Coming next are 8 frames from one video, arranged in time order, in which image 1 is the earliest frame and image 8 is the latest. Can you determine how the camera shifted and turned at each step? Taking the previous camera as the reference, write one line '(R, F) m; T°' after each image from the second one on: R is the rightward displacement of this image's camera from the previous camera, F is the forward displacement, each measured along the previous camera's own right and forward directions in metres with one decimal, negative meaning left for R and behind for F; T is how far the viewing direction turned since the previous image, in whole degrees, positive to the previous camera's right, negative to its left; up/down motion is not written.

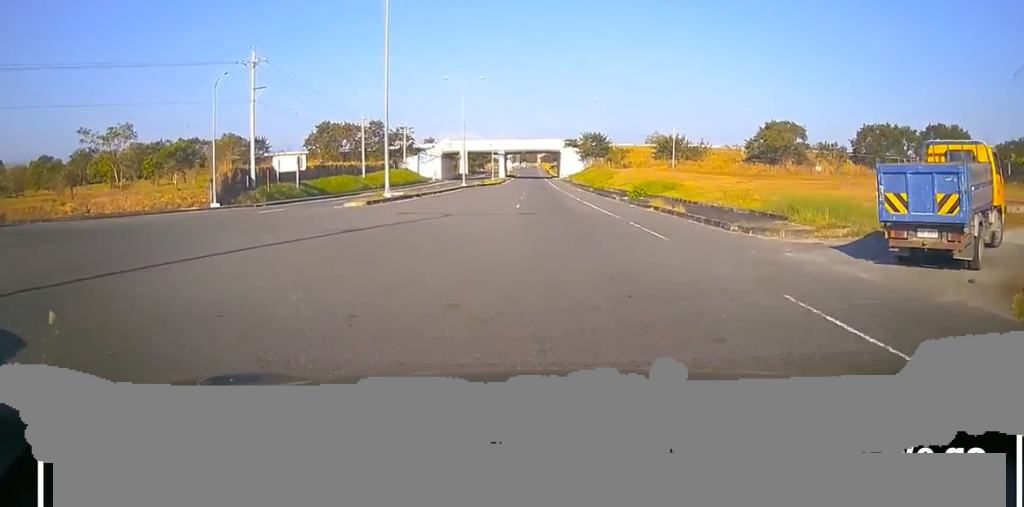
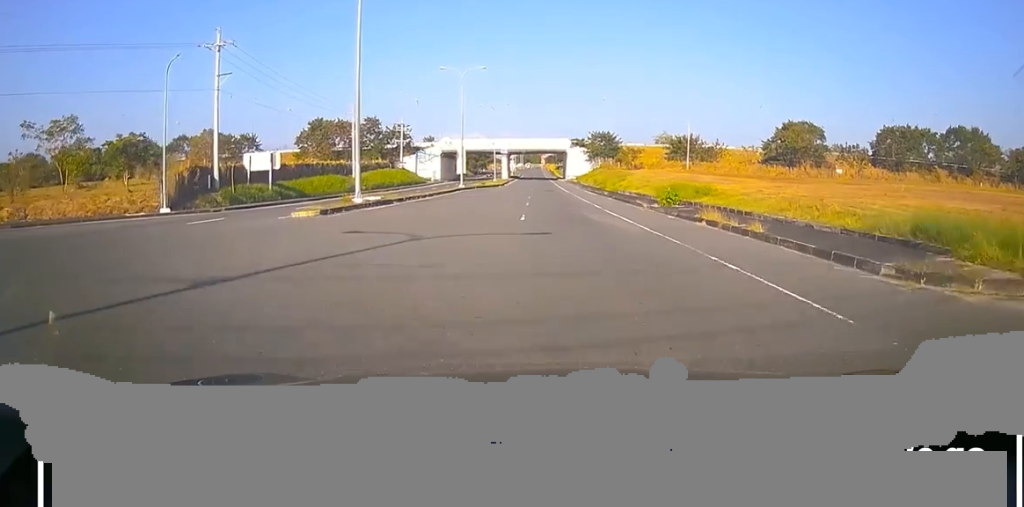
(-0.6, +8.3) m; +2°
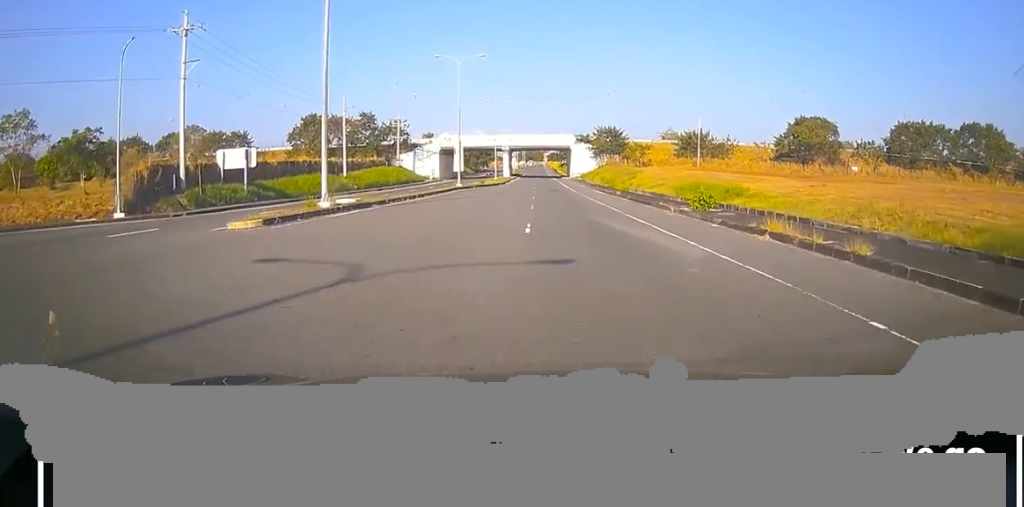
(+0.1, +5.8) m; 0°
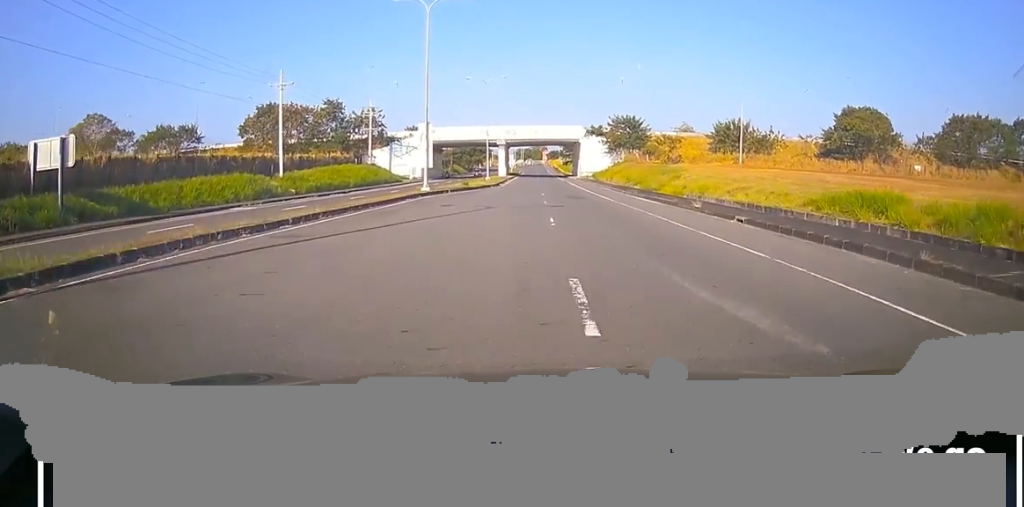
(-0.8, +22.7) m; -3°
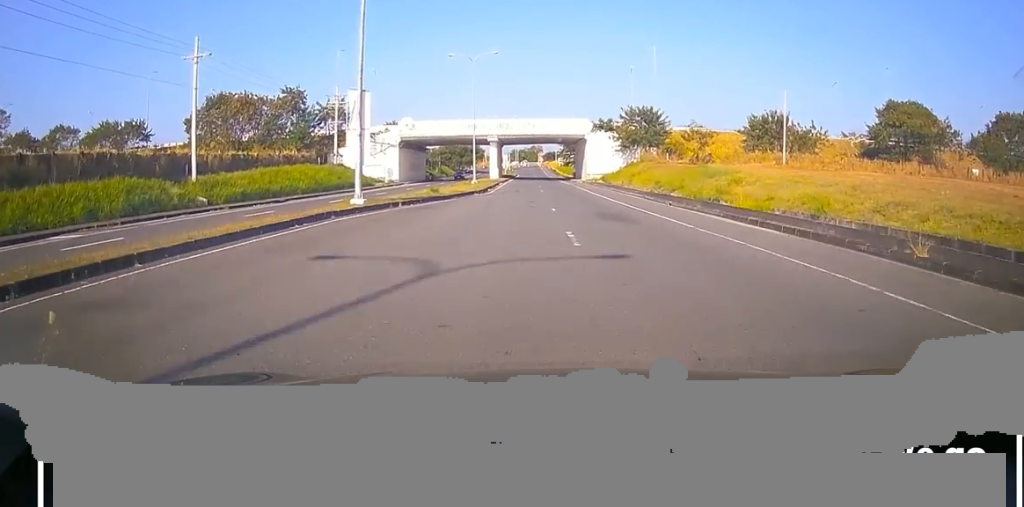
(+0.9, +16.9) m; +2°
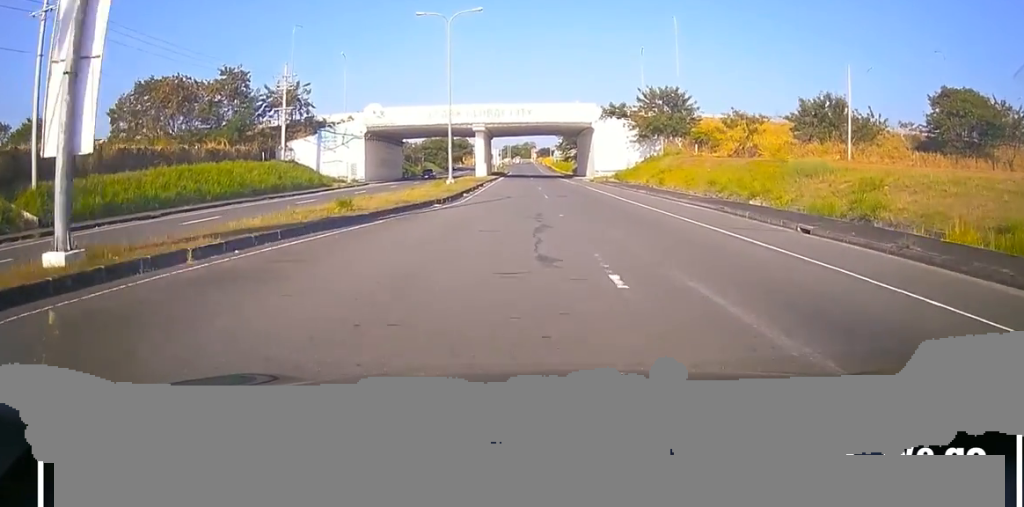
(-0.7, +16.9) m; +1°
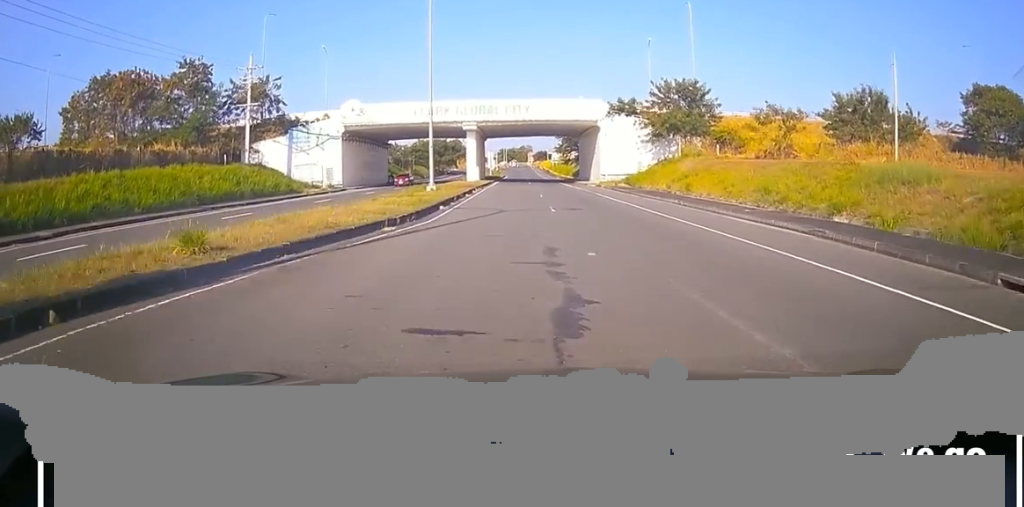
(+0.4, +8.6) m; +2°
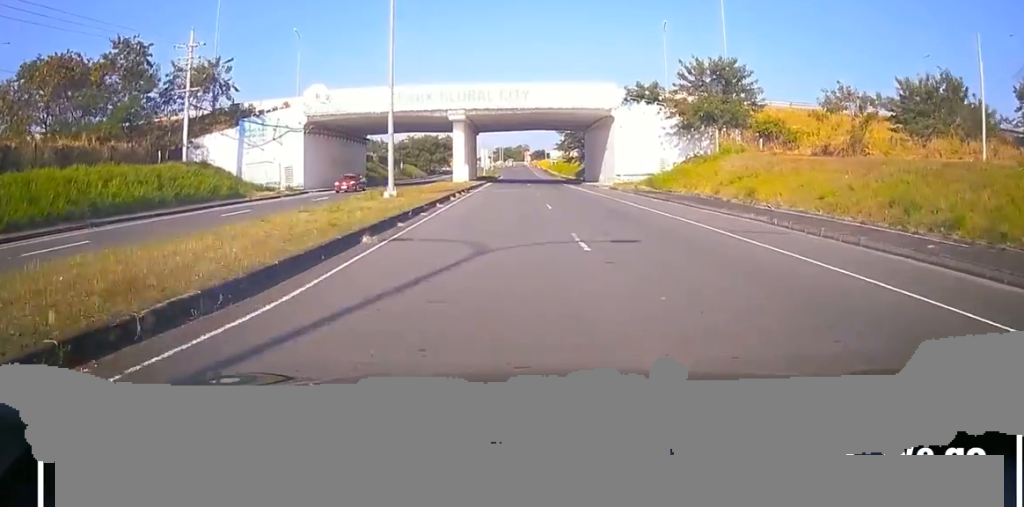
(+0.2, +11.7) m; +2°
